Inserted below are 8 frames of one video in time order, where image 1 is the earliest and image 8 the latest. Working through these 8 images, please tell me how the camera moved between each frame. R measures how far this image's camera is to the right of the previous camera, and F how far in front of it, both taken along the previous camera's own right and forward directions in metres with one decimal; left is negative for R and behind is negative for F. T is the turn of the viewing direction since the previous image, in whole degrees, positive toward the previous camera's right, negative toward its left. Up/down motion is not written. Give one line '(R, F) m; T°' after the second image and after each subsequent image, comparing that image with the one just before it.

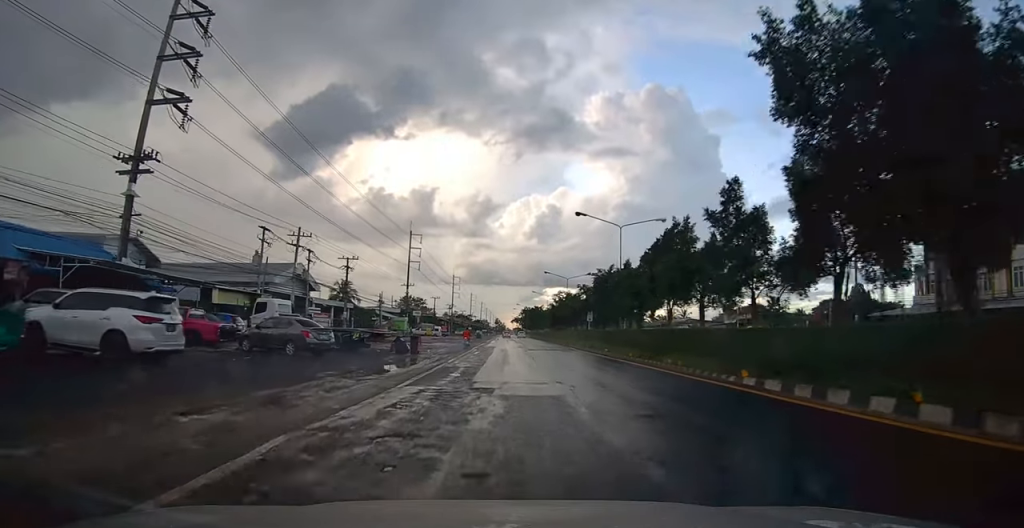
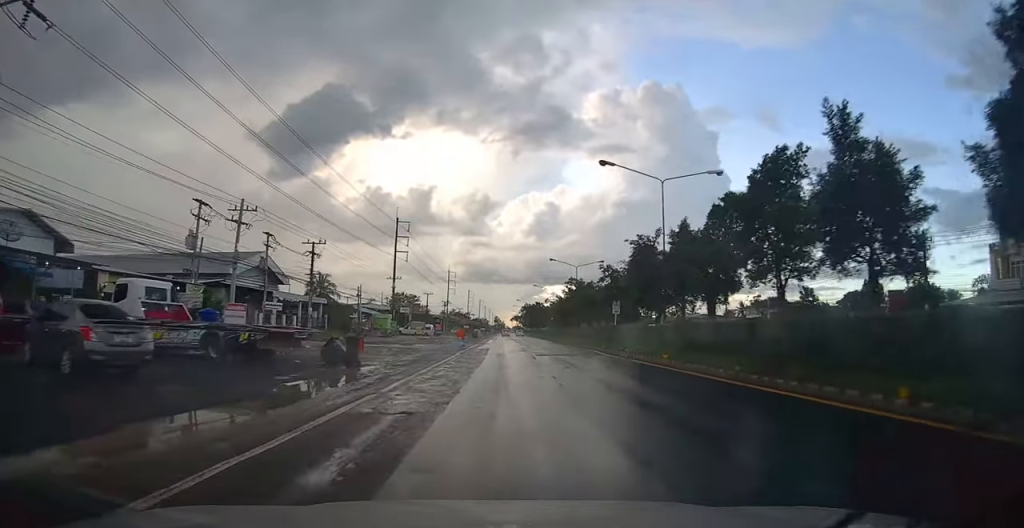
(0.0, +11.9) m; 0°
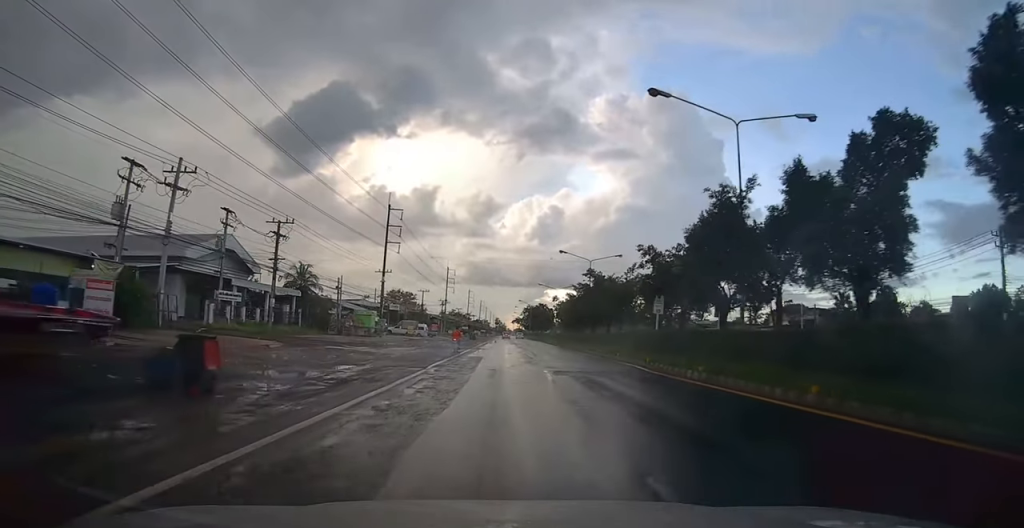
(0.0, +9.6) m; 0°
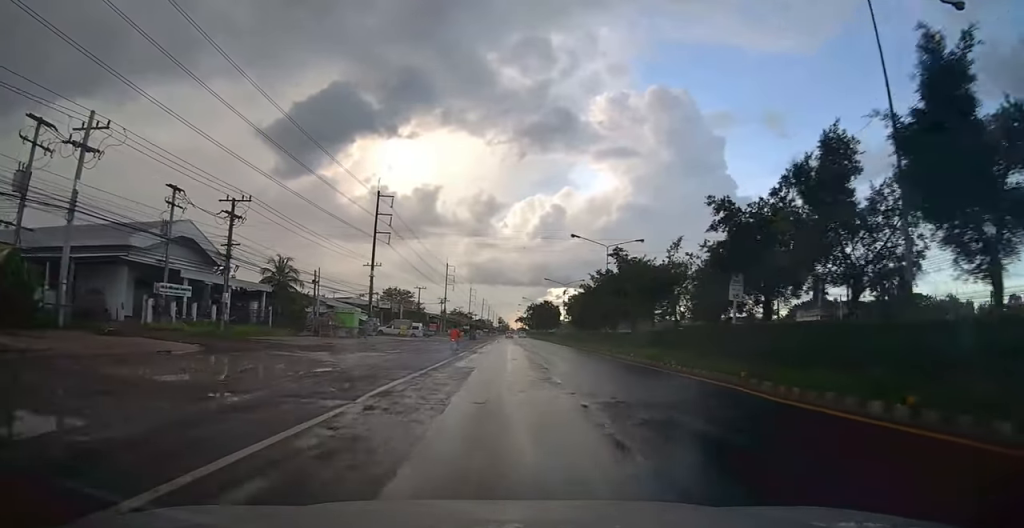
(+0.1, +8.7) m; 0°
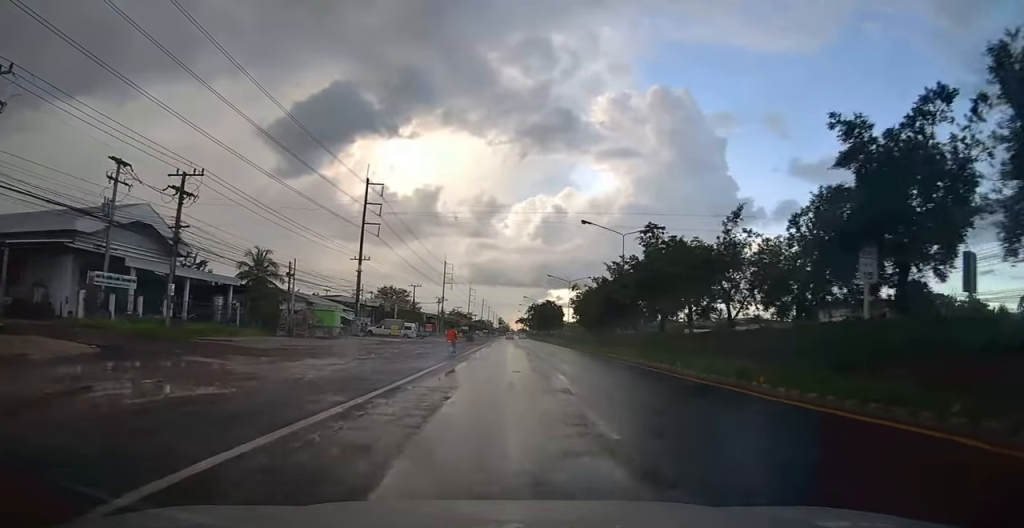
(0.0, +6.9) m; 0°
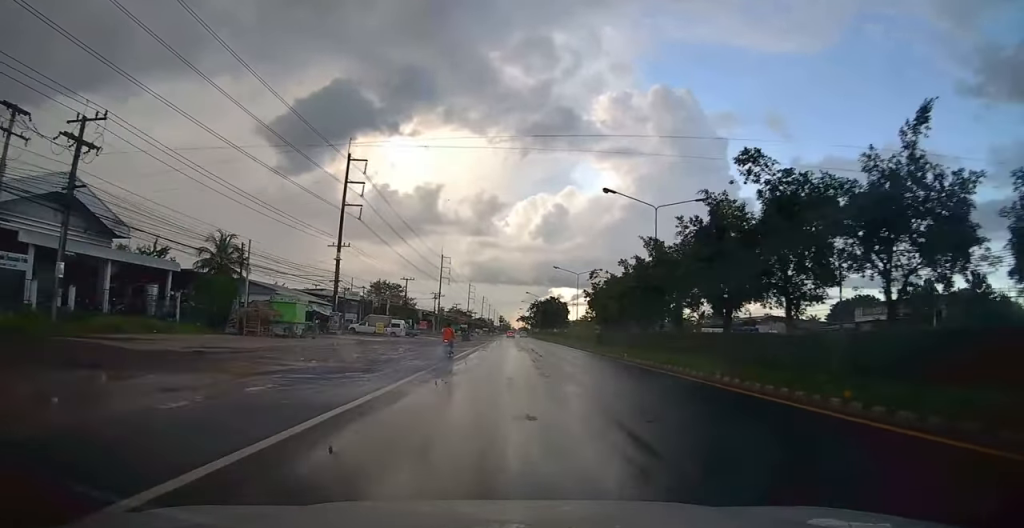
(0.0, +9.4) m; 0°
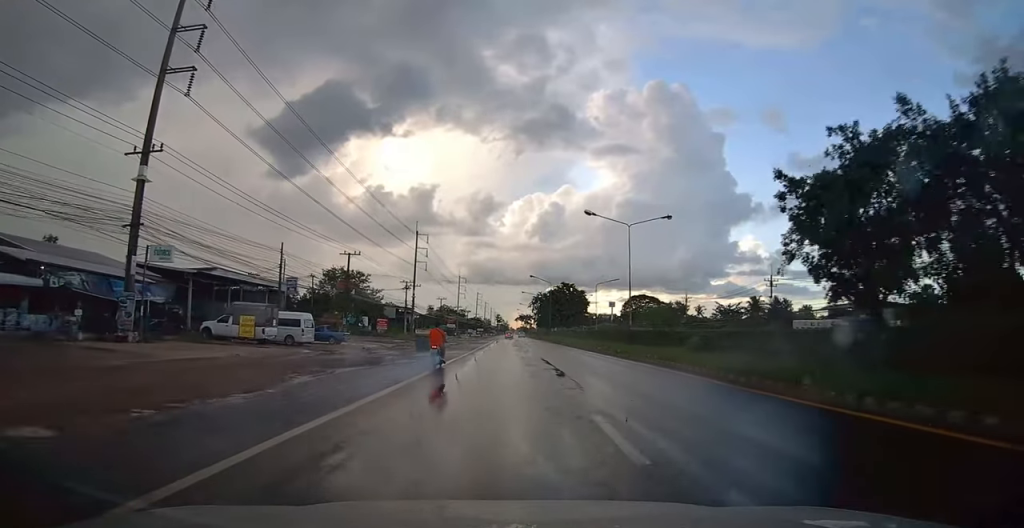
(+0.3, +34.1) m; +1°
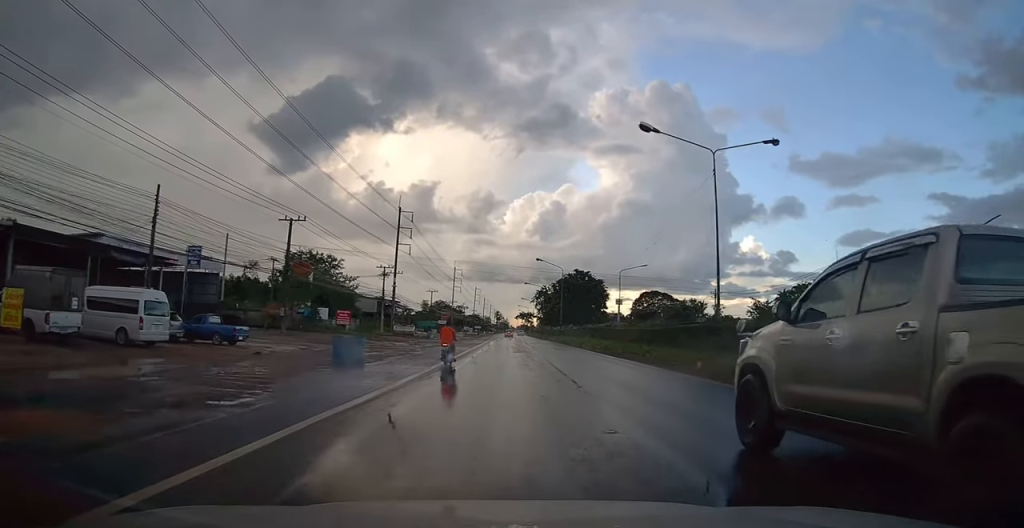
(-0.1, +17.7) m; 0°
